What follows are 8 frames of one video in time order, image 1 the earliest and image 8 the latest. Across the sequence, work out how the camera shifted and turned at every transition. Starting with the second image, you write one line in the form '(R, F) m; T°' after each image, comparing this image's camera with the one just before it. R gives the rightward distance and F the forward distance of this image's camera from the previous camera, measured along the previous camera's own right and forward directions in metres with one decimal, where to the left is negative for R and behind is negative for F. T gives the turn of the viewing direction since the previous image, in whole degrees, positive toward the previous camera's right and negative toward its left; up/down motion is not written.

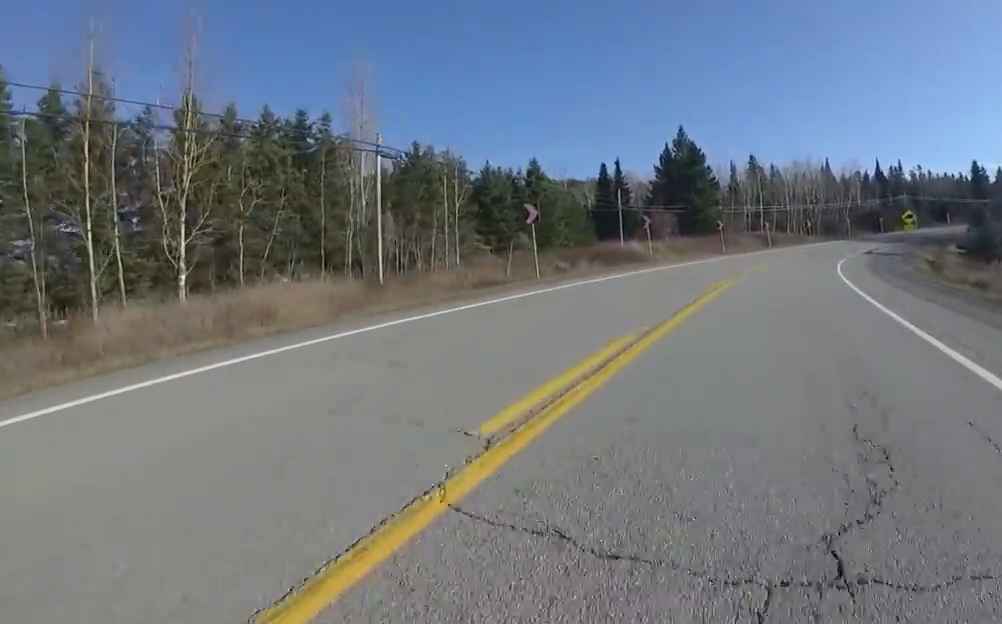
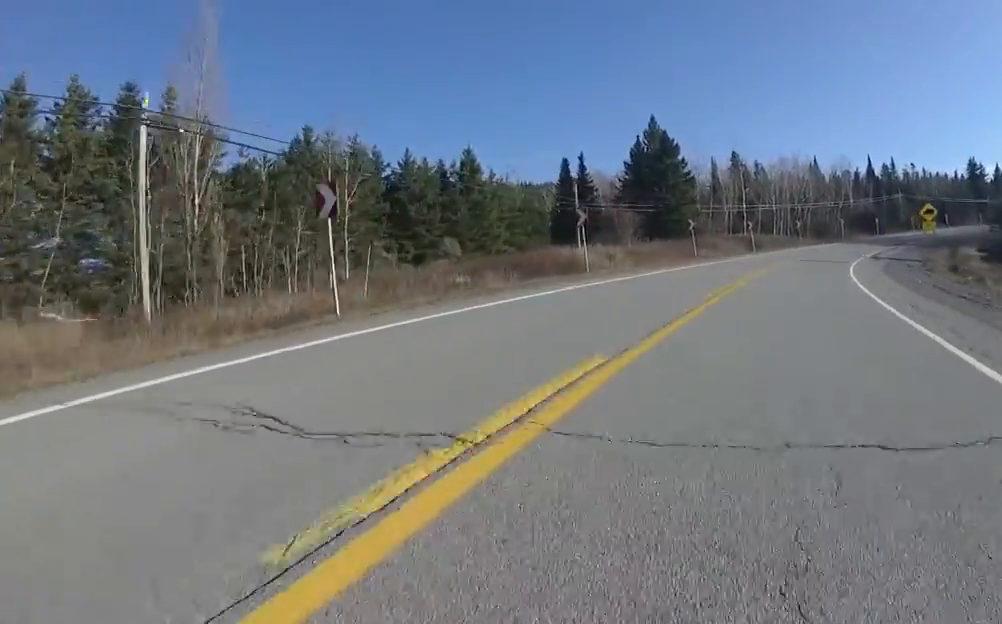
(+0.2, +10.2) m; +4°
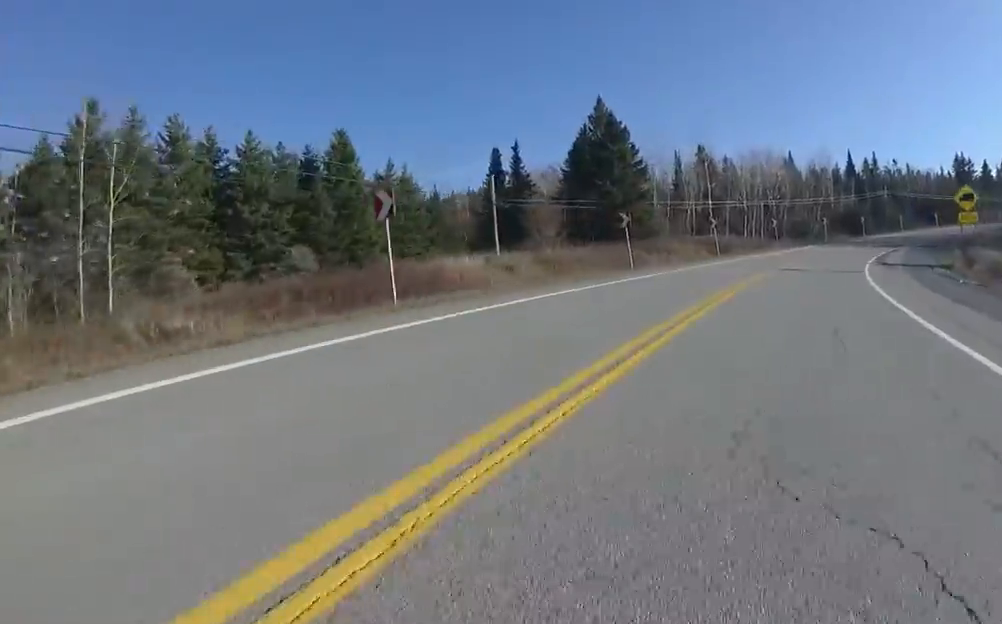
(+0.7, +12.5) m; +3°
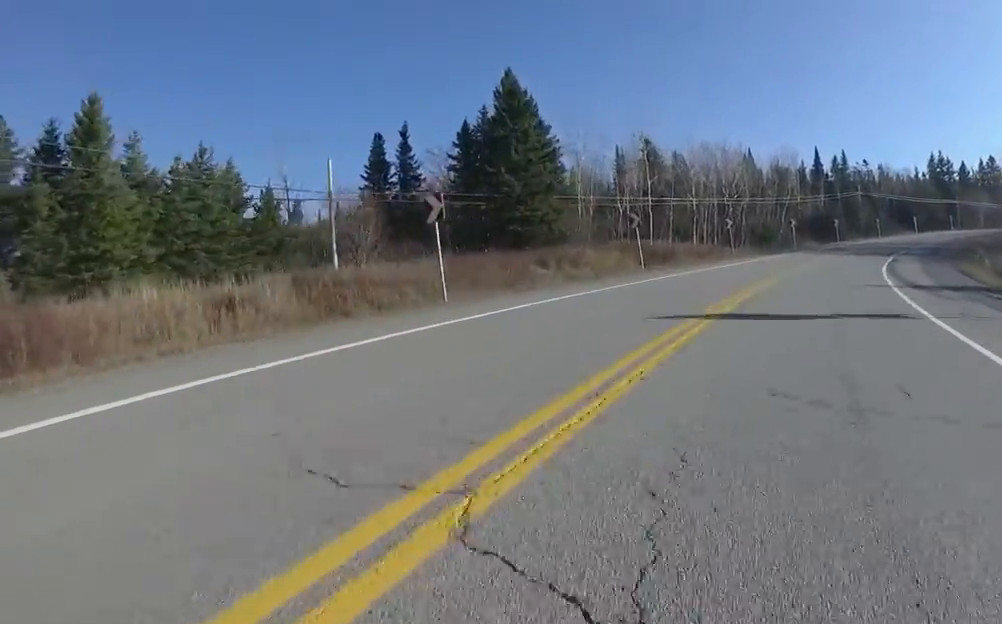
(0.0, +14.2) m; +4°
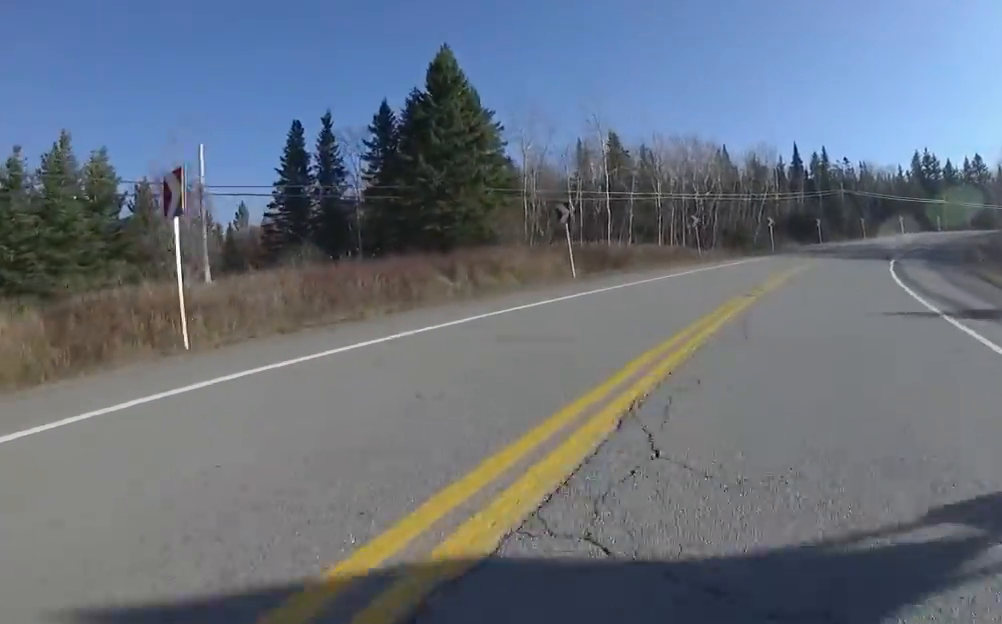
(+0.4, +6.7) m; +3°
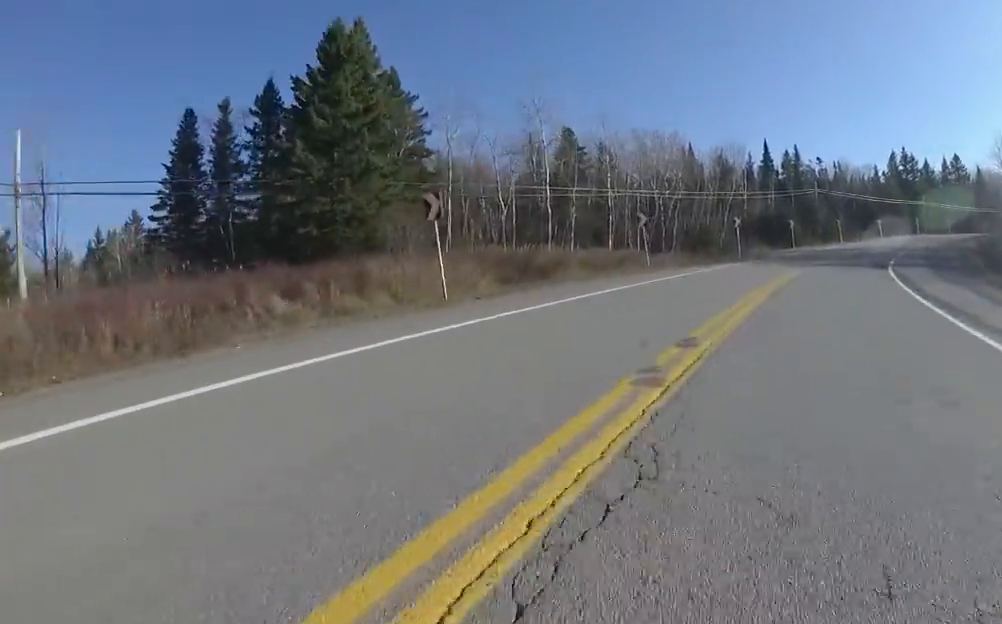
(+0.2, +6.6) m; +3°
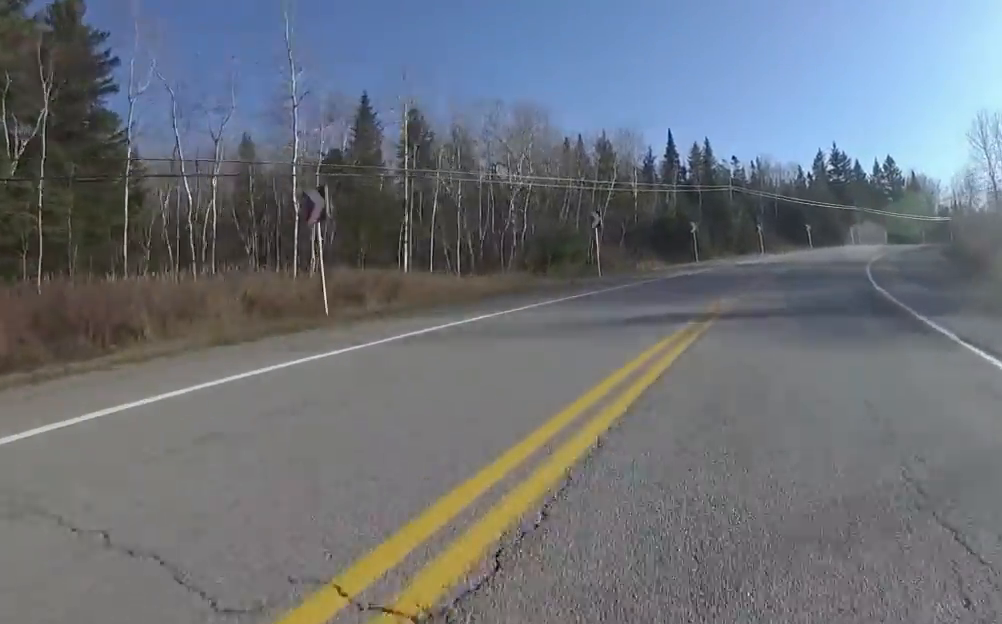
(+0.7, +15.5) m; +8°
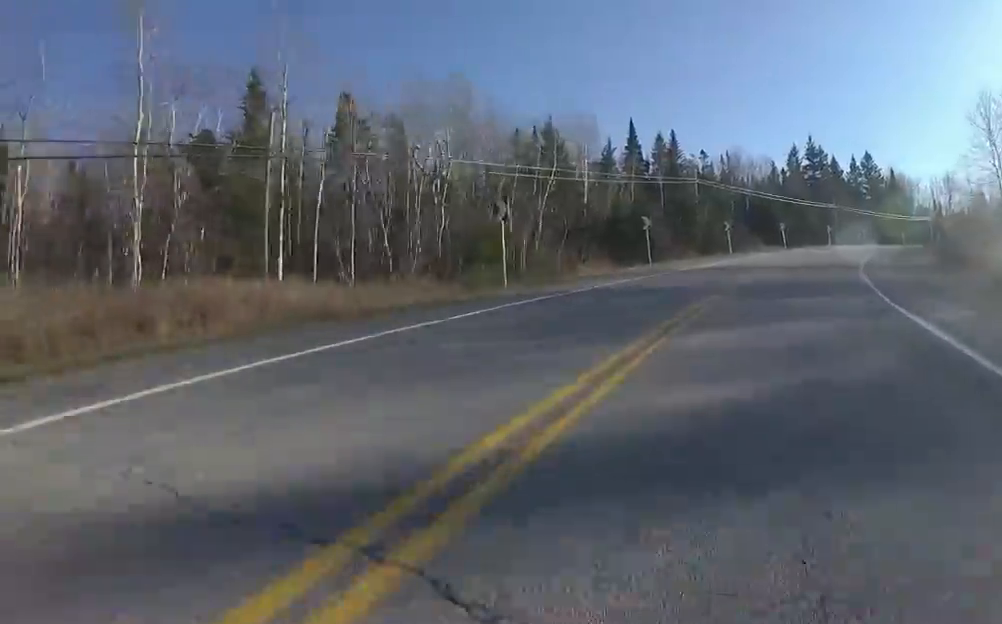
(+0.3, +6.2) m; +3°
